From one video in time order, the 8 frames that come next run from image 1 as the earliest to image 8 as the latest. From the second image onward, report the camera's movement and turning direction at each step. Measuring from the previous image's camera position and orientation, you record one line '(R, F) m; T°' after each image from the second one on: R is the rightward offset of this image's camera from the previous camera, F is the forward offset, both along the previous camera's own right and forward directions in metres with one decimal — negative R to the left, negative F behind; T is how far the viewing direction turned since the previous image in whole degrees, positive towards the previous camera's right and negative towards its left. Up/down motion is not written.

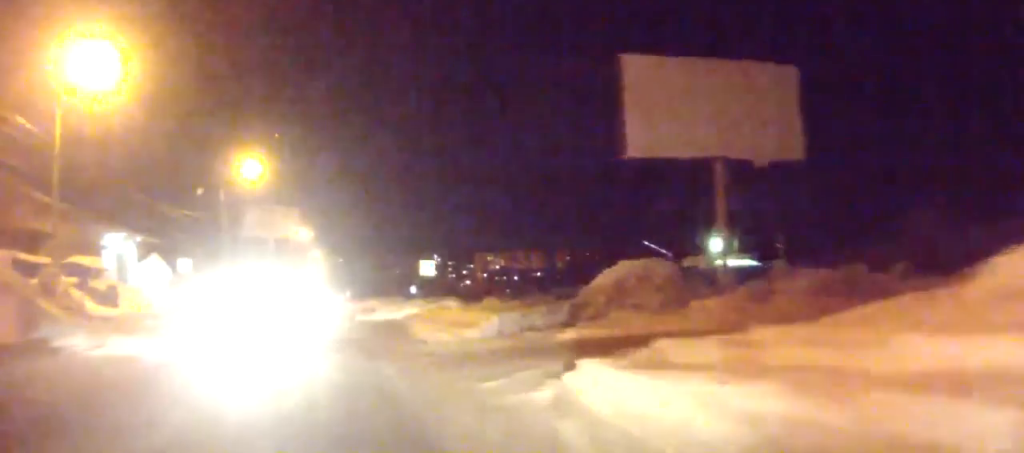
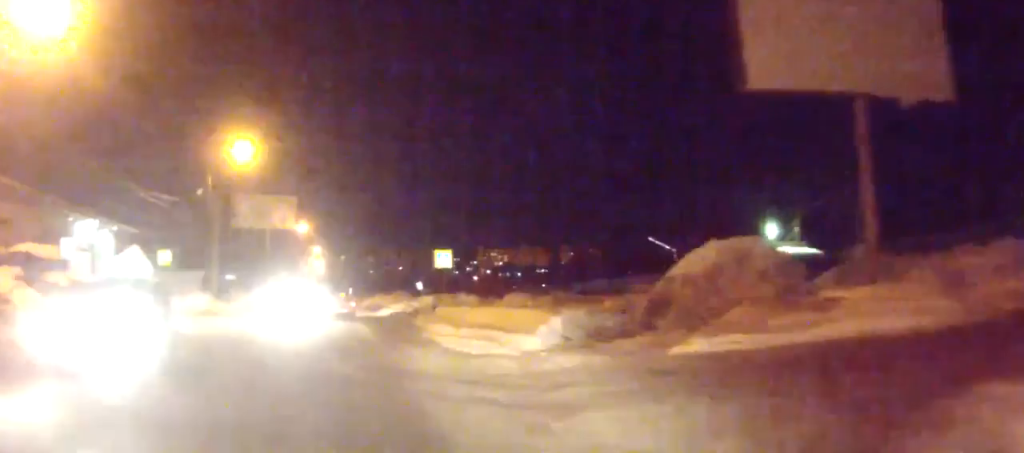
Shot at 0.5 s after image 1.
(-0.2, +7.1) m; -1°
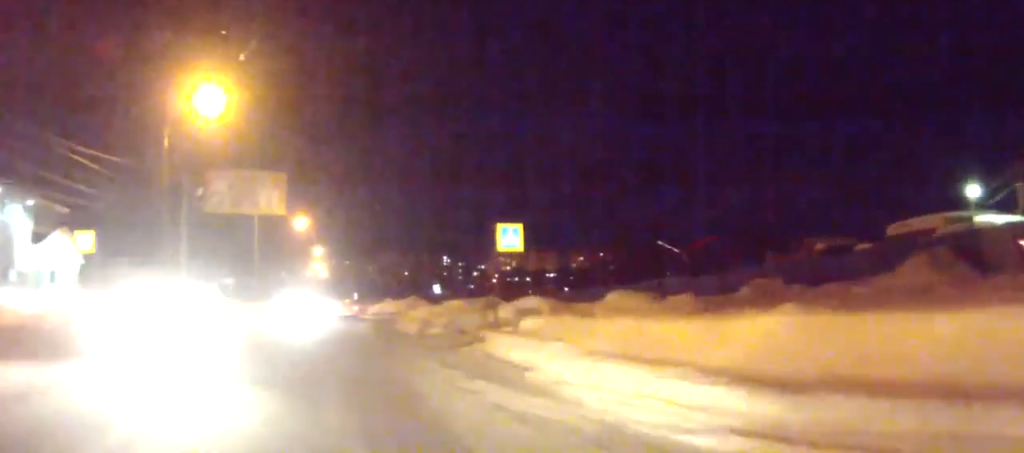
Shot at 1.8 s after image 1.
(-0.2, +16.9) m; 0°
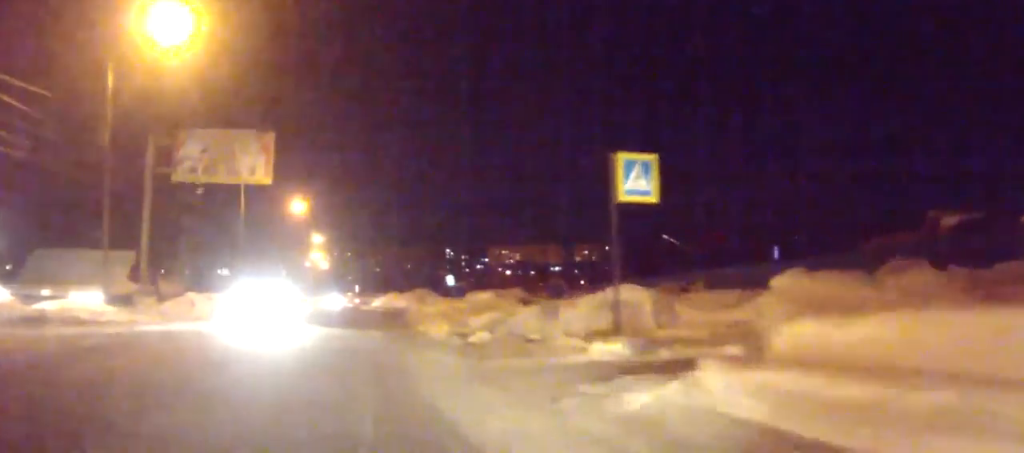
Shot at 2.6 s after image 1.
(+0.1, +12.0) m; 0°
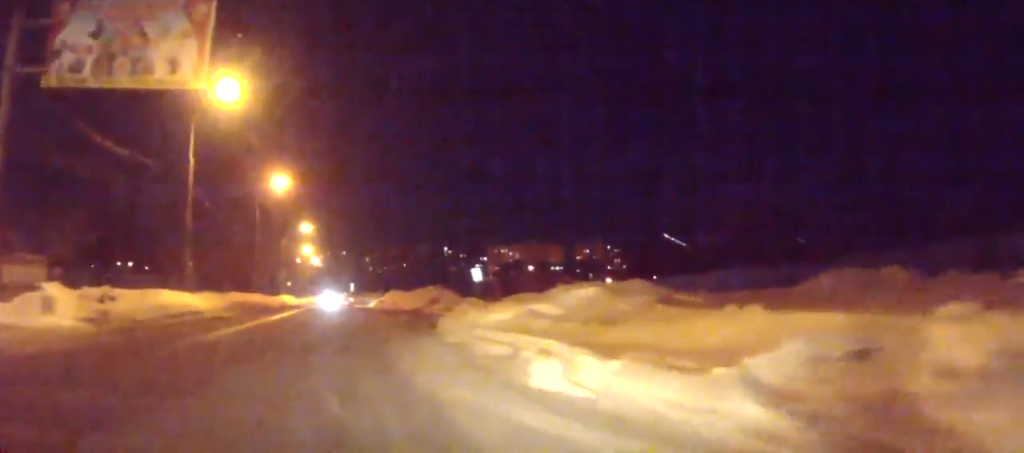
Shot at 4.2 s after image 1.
(-0.2, +21.2) m; -1°
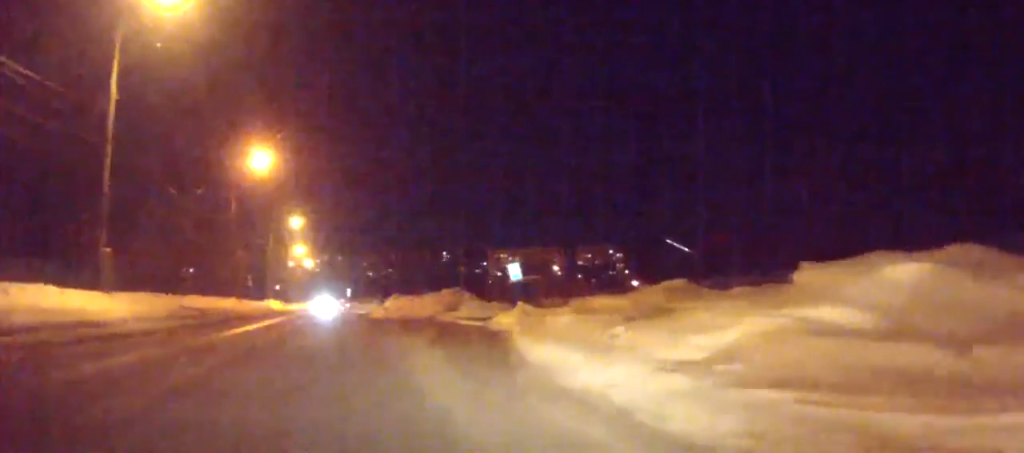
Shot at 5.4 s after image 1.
(+0.1, +16.3) m; +1°
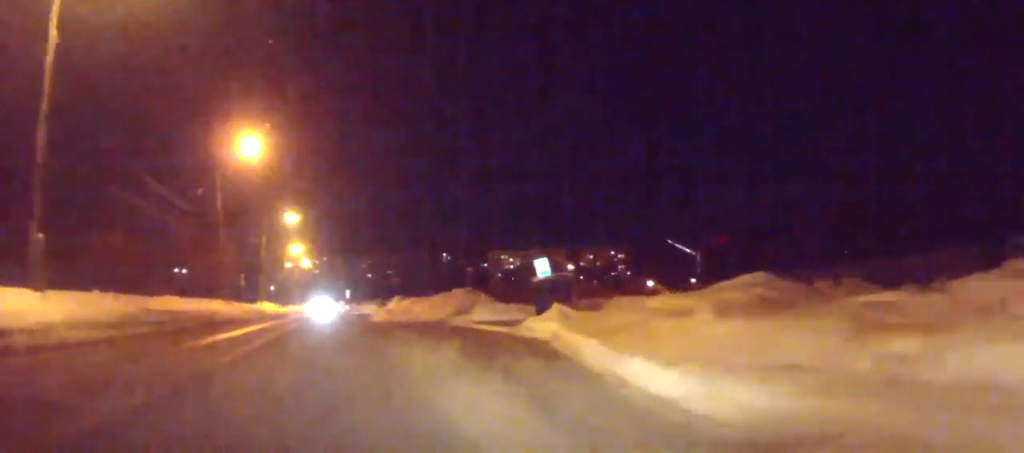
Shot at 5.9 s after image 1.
(+0.1, +7.1) m; 0°
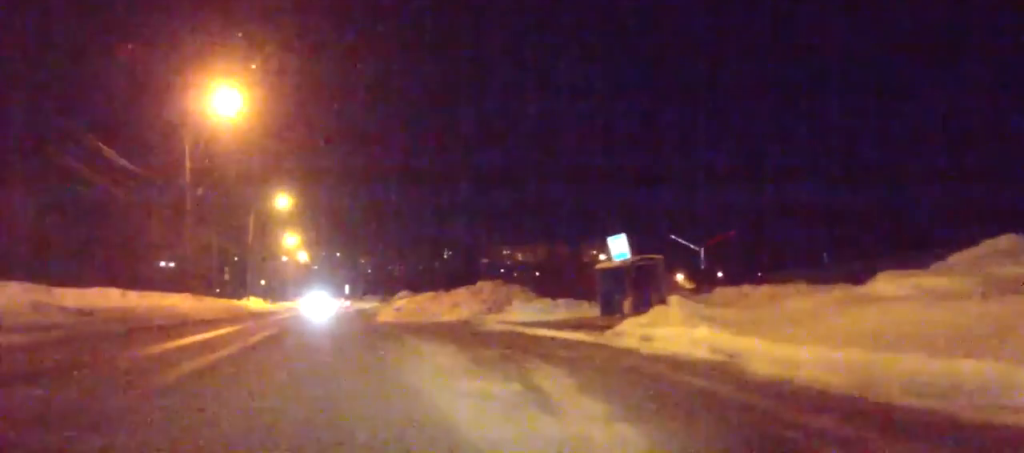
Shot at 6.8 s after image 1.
(-0.1, +12.6) m; 0°
